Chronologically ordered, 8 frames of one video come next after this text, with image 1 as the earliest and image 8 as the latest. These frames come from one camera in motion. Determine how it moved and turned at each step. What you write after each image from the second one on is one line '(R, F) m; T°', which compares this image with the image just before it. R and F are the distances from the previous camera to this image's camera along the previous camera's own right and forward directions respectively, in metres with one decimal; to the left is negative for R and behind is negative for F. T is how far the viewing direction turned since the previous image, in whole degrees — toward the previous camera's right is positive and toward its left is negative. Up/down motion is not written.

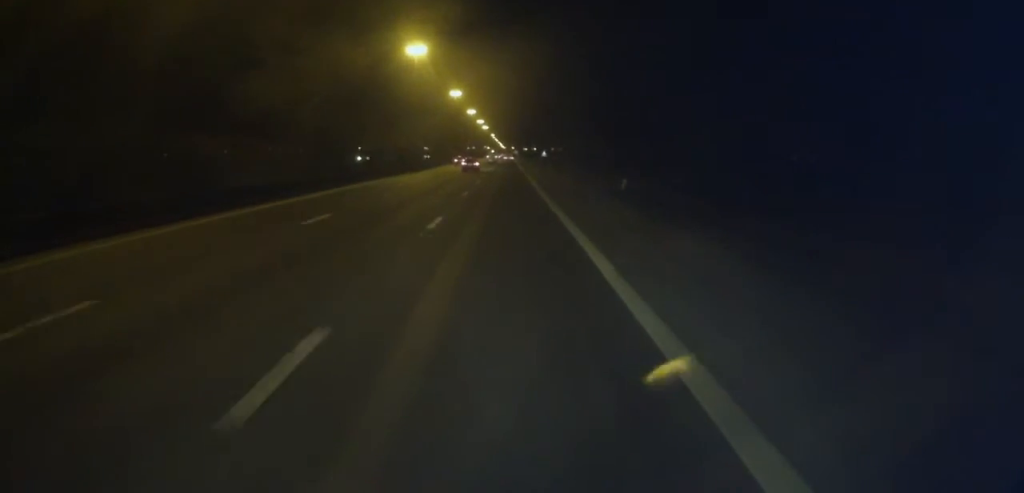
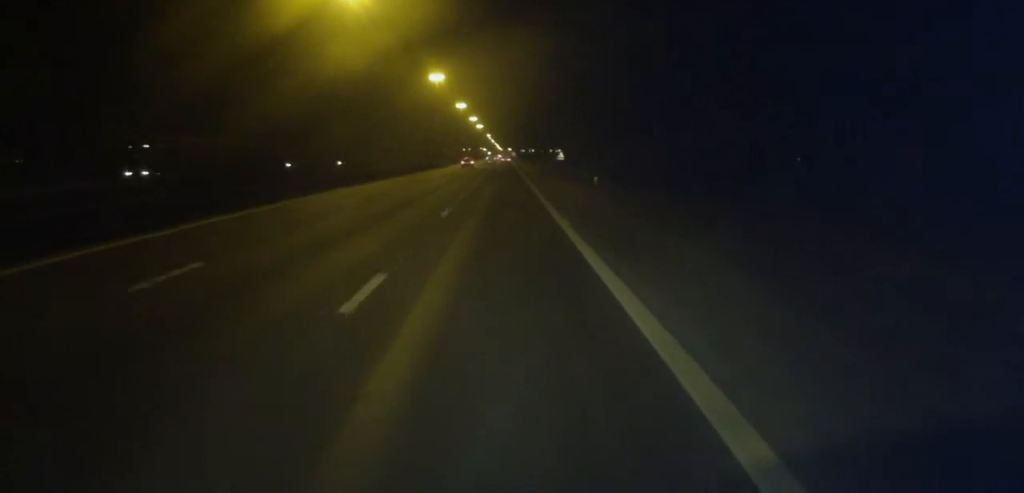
(-0.7, +46.3) m; -1°
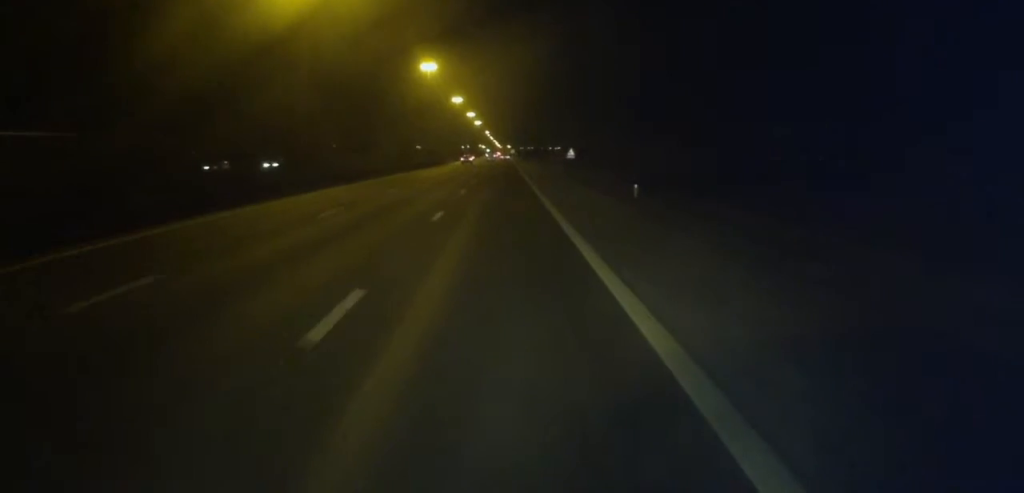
(+0.2, +14.1) m; +1°
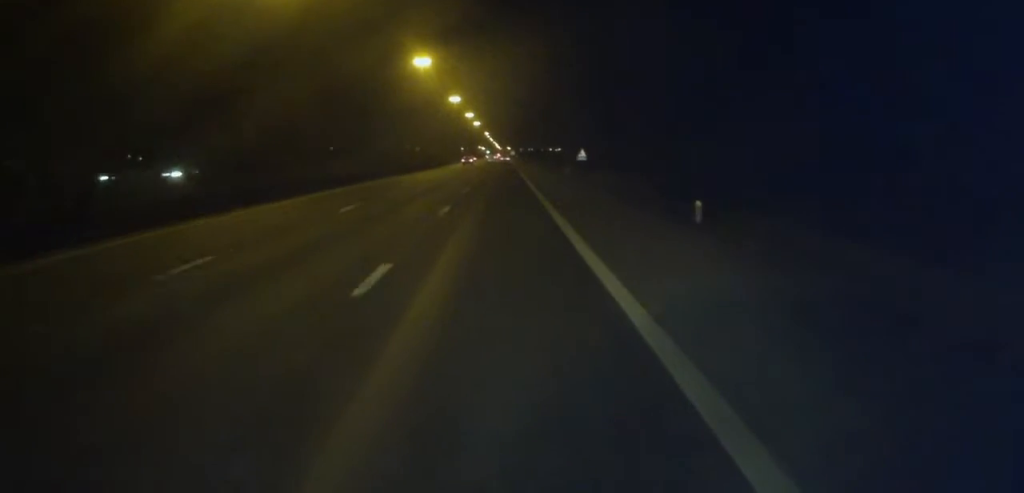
(0.0, +10.1) m; 0°
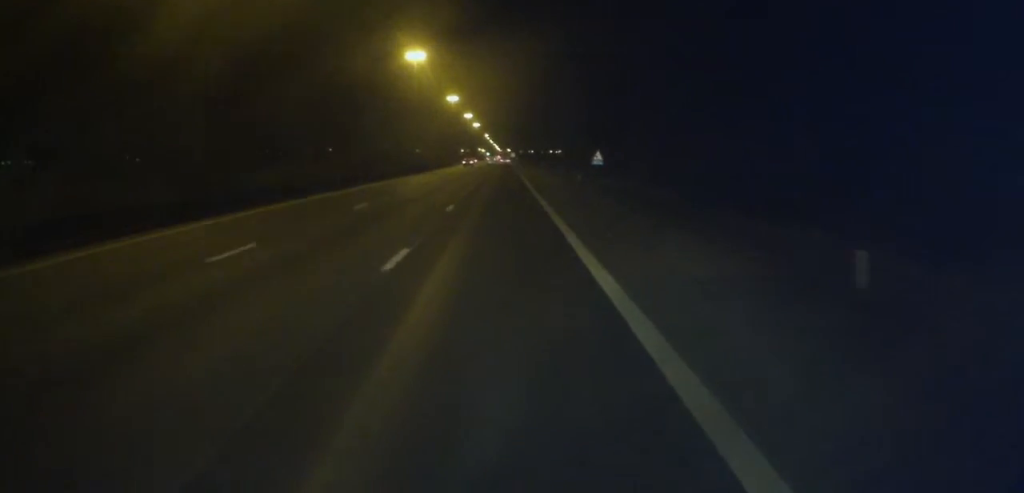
(0.0, +10.1) m; 0°
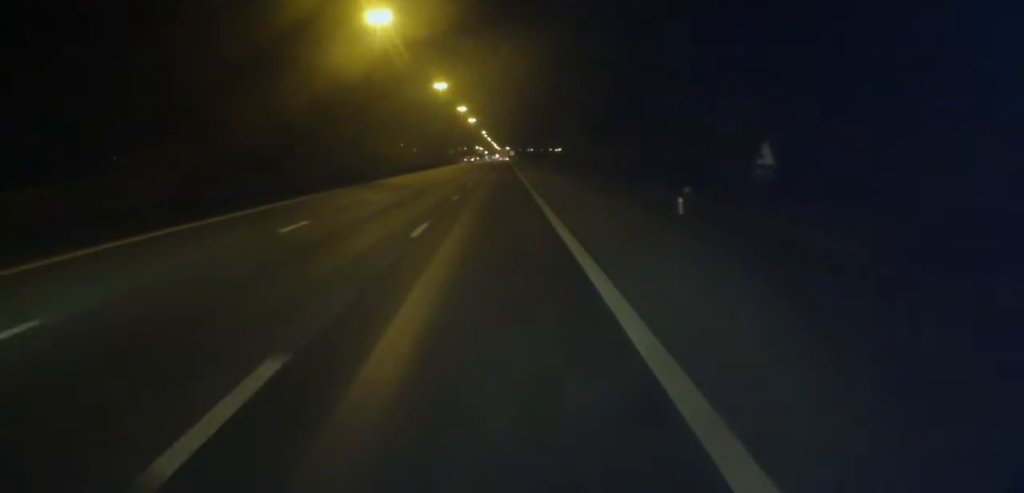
(0.0, +32.7) m; 0°
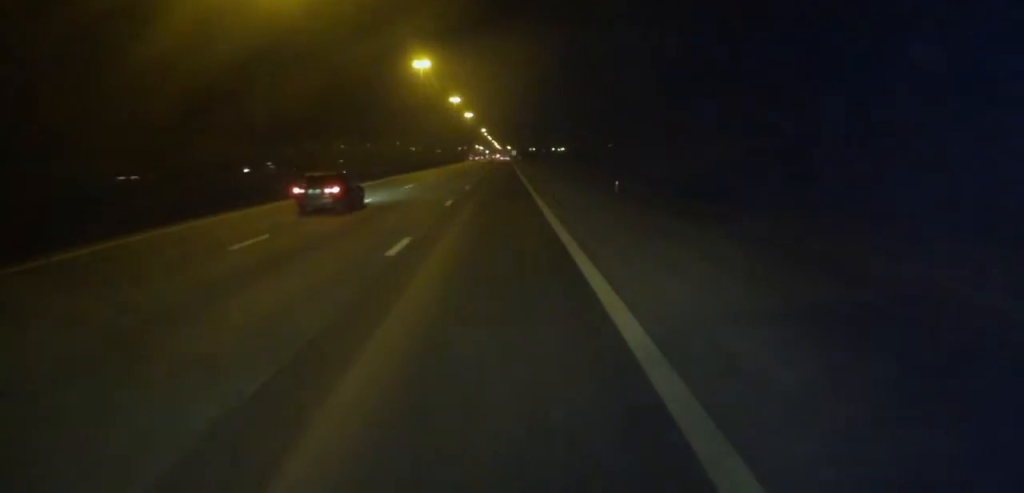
(0.0, +40.6) m; 0°
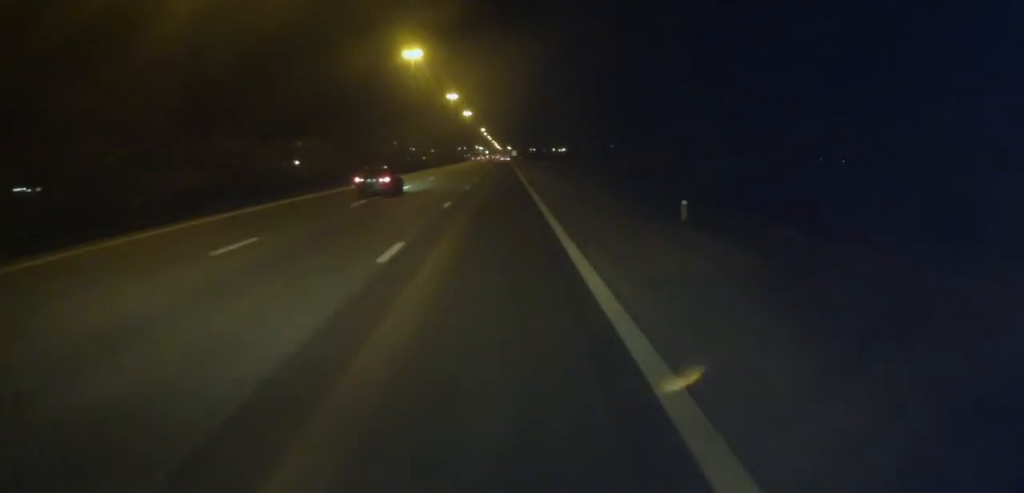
(0.0, +13.3) m; 0°
